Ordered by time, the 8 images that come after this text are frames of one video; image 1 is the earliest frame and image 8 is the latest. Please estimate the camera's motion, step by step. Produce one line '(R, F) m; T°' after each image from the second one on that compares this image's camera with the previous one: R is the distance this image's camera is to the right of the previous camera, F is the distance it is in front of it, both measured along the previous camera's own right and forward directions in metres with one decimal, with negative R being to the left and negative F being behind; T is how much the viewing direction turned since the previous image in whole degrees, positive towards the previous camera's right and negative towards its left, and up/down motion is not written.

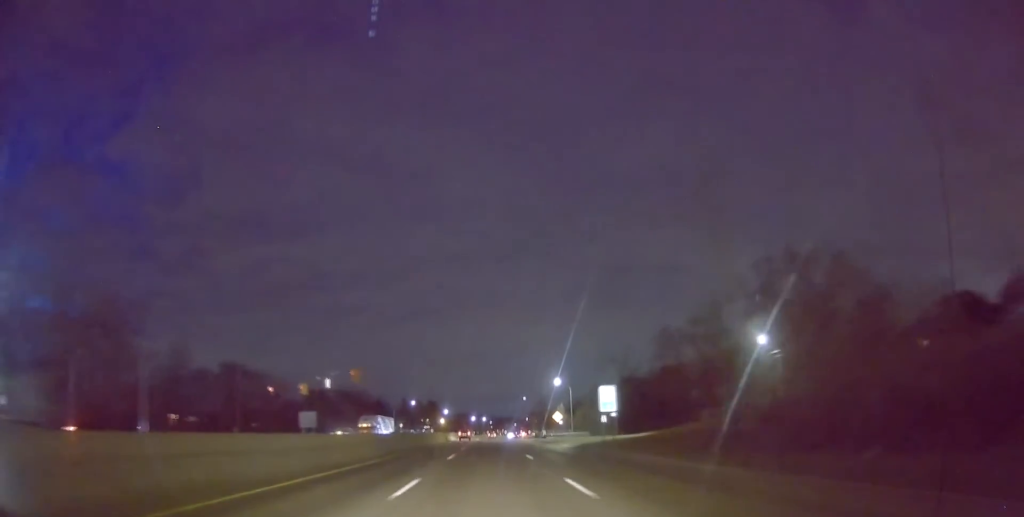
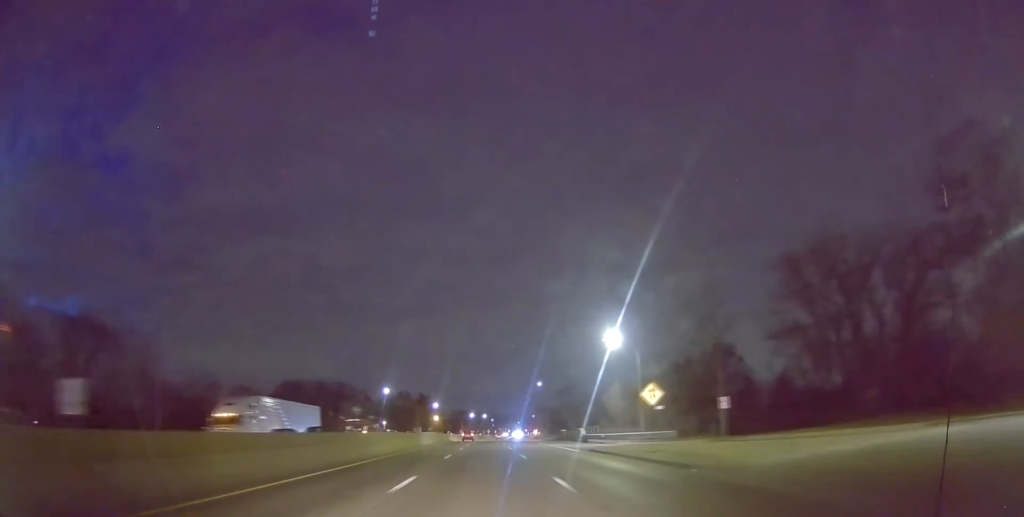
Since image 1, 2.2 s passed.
(+1.8, +45.0) m; +3°
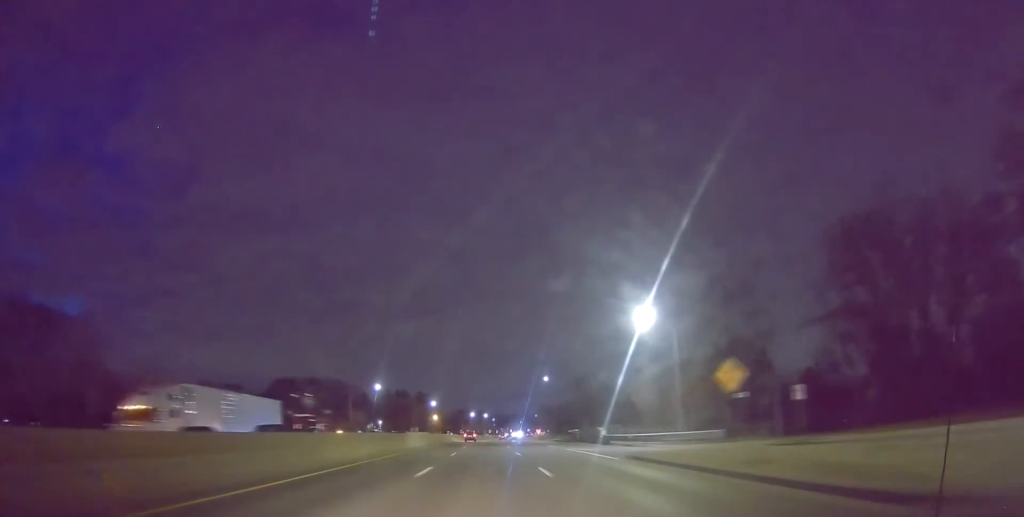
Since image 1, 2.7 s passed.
(+0.1, +10.7) m; -1°
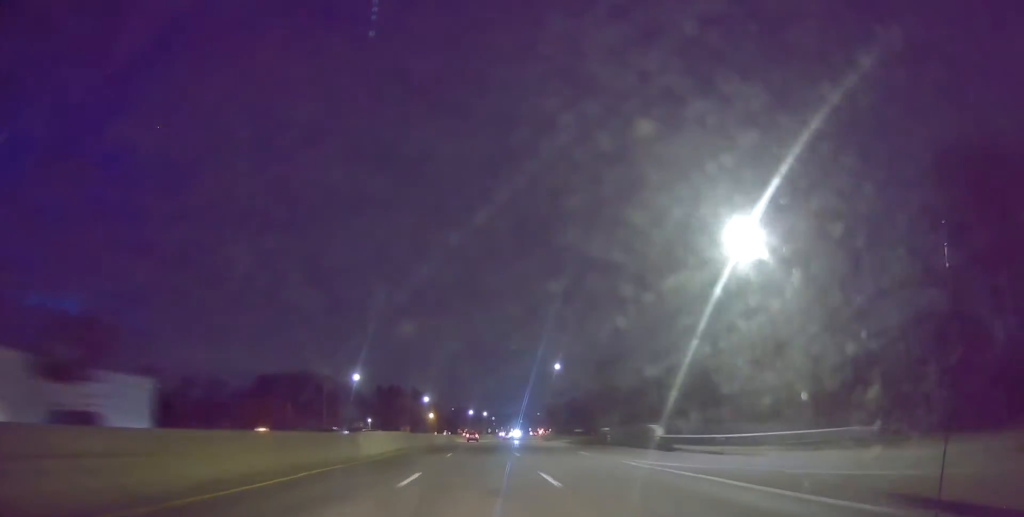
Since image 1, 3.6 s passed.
(-0.6, +18.1) m; -2°
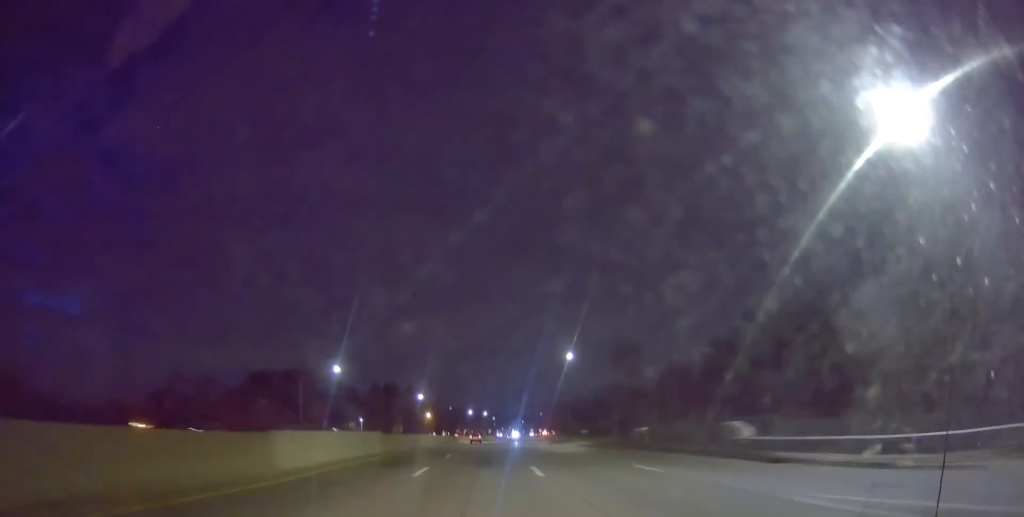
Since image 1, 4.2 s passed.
(0.0, +12.6) m; +1°
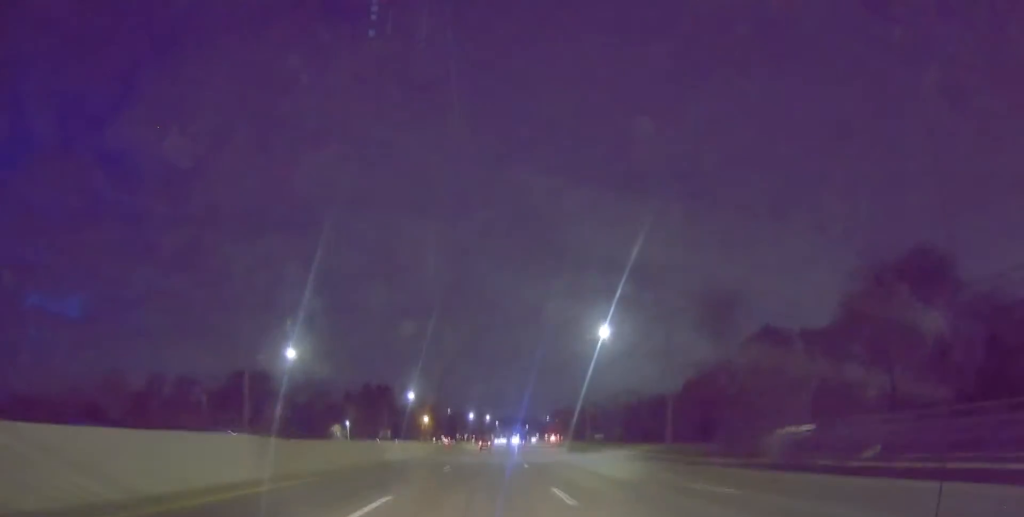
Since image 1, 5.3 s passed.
(+0.2, +20.5) m; -1°
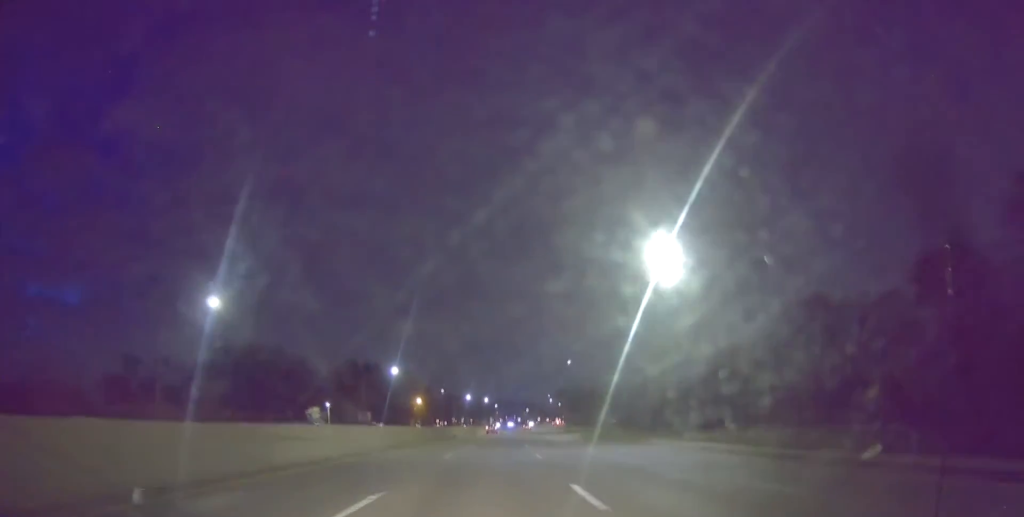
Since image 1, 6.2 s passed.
(-0.6, +19.3) m; 0°
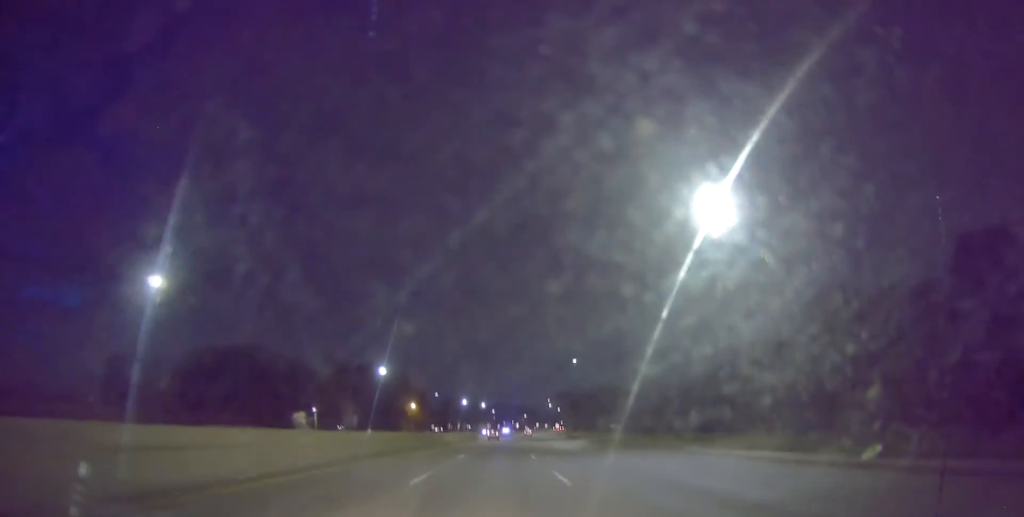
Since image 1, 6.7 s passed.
(-0.3, +8.7) m; 0°
